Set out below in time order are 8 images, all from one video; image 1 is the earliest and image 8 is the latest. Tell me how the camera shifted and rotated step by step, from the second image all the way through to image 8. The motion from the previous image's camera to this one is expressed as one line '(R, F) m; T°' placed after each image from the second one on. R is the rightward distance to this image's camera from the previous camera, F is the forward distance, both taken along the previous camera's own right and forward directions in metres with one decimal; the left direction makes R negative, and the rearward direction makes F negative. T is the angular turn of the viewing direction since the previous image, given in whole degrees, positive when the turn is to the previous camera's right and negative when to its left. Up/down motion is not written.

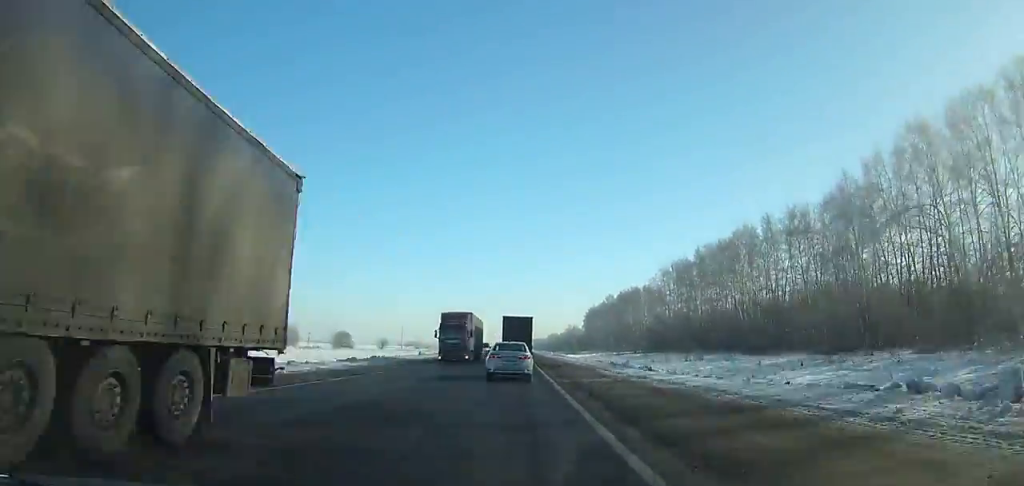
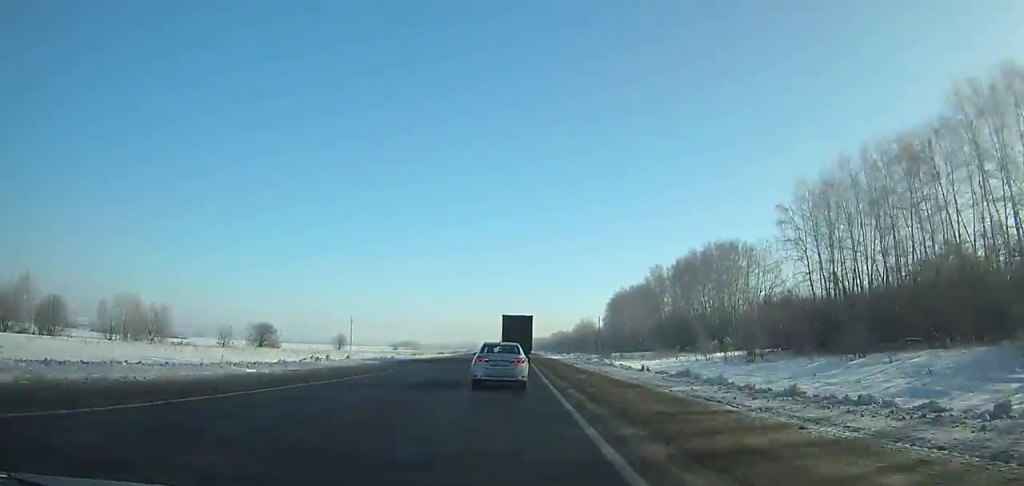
(-0.4, +94.4) m; -1°
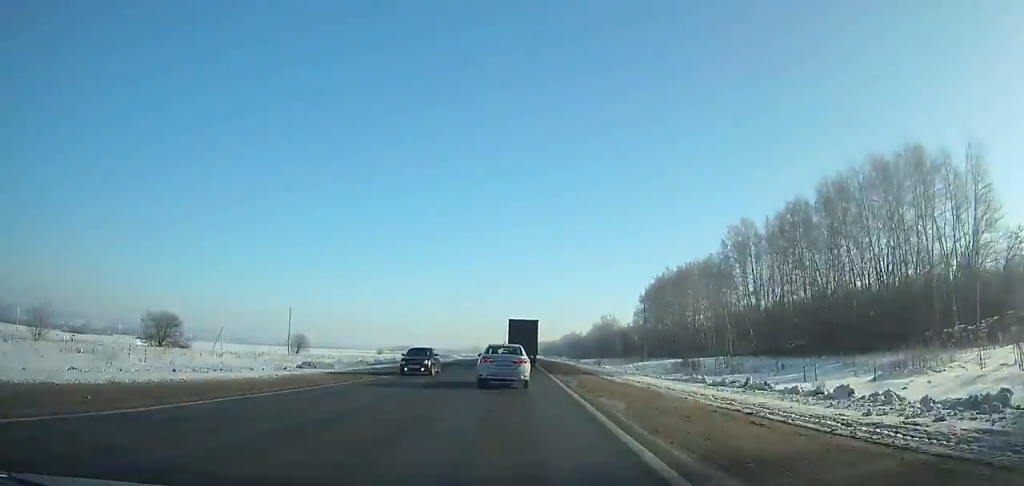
(-0.2, +66.4) m; 0°
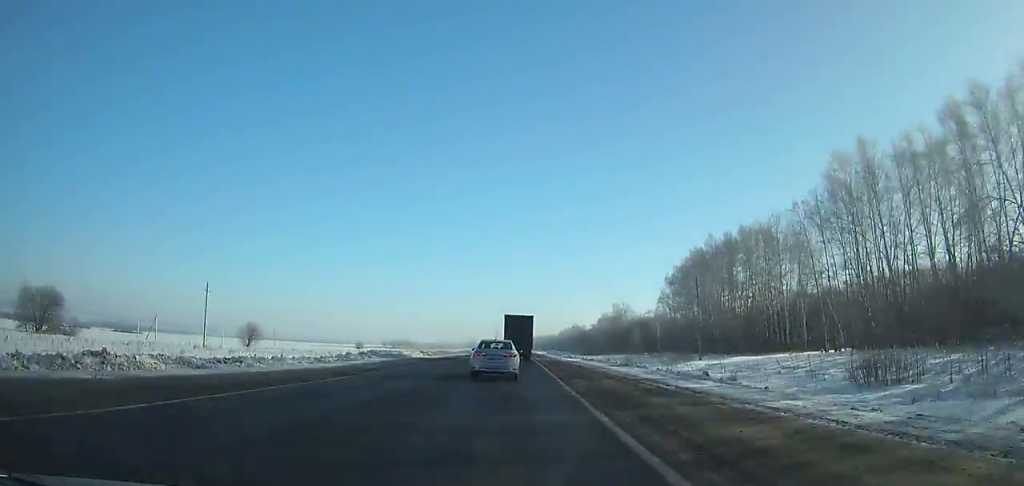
(+0.3, +43.6) m; 0°
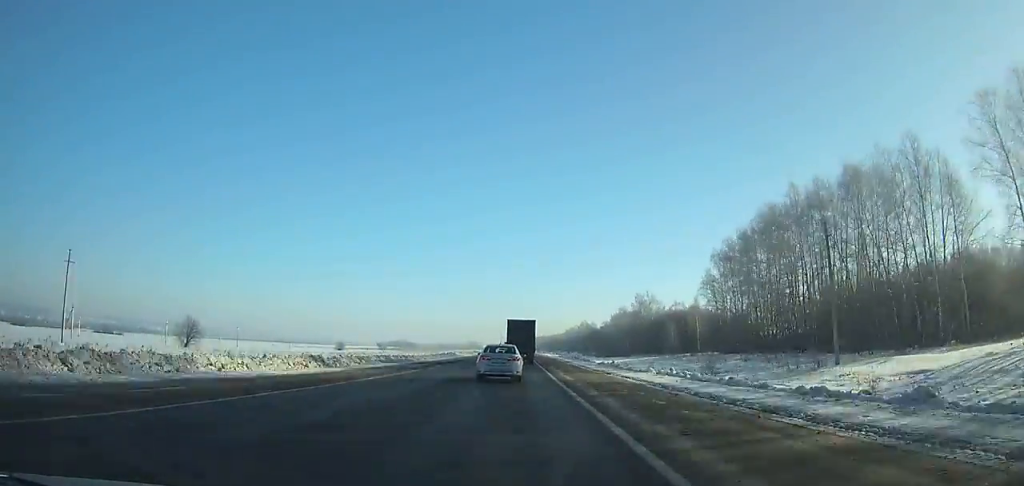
(-0.1, +41.9) m; 0°
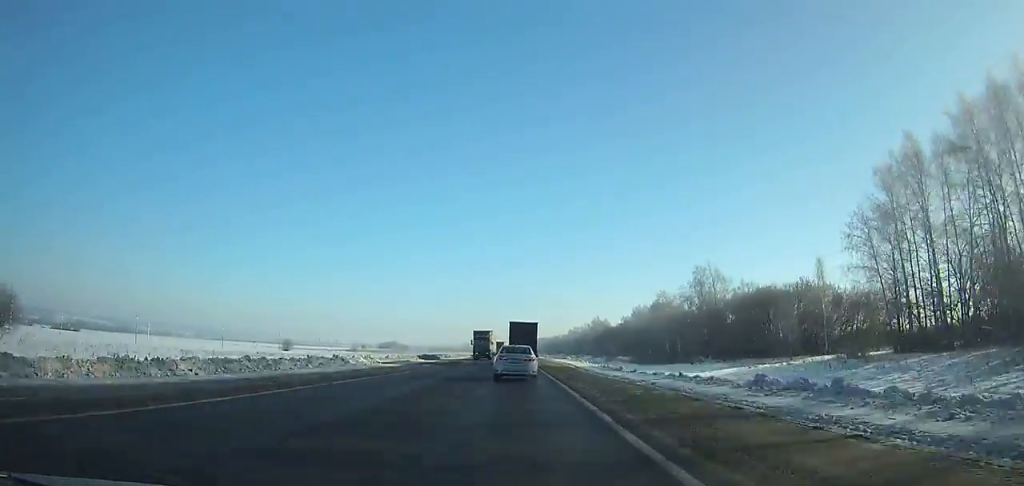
(+0.1, +67.6) m; 0°
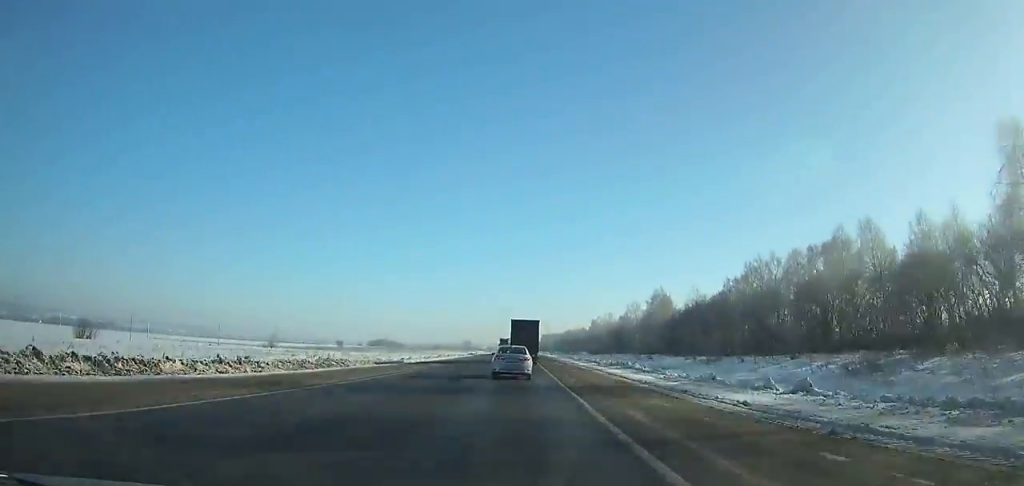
(-0.4, +122.2) m; 0°
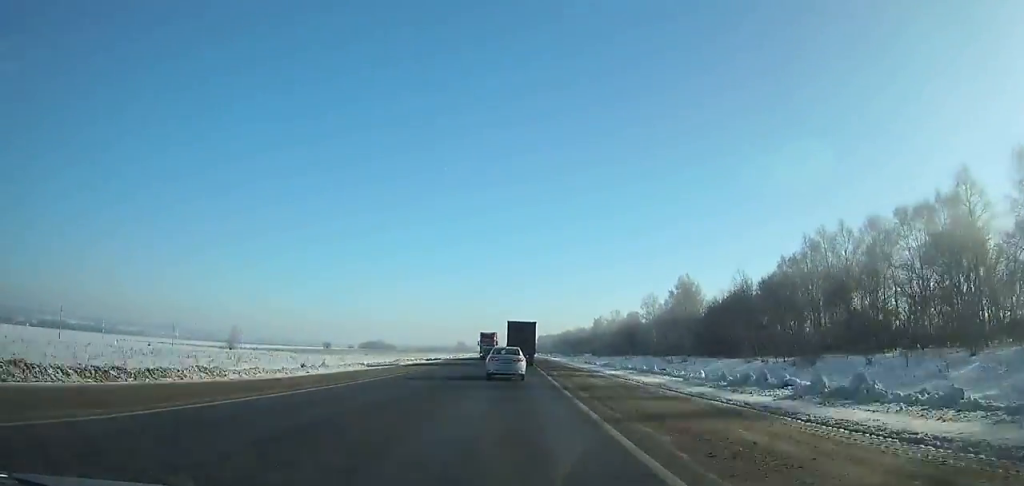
(+0.1, +30.2) m; 0°
